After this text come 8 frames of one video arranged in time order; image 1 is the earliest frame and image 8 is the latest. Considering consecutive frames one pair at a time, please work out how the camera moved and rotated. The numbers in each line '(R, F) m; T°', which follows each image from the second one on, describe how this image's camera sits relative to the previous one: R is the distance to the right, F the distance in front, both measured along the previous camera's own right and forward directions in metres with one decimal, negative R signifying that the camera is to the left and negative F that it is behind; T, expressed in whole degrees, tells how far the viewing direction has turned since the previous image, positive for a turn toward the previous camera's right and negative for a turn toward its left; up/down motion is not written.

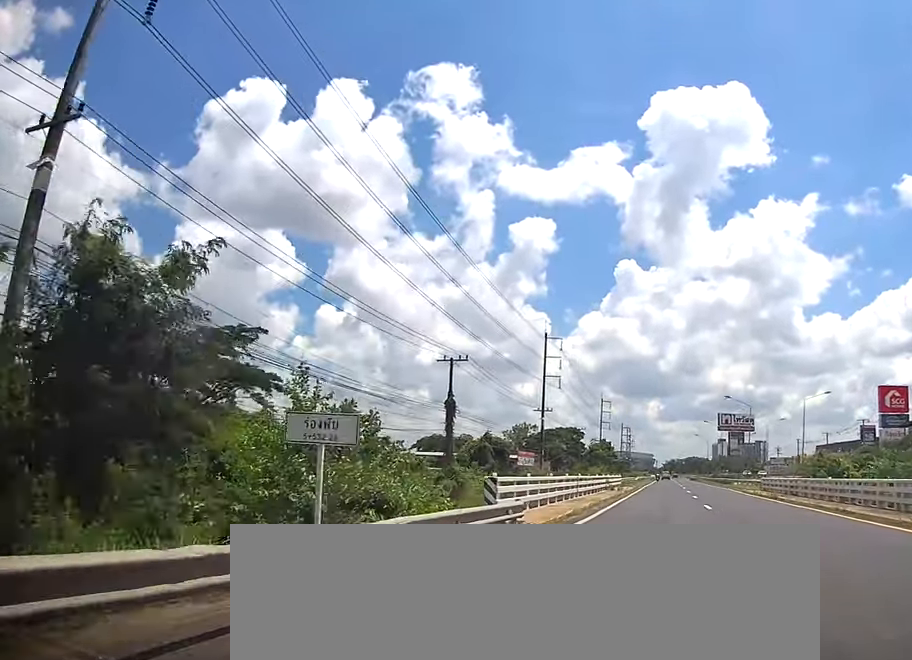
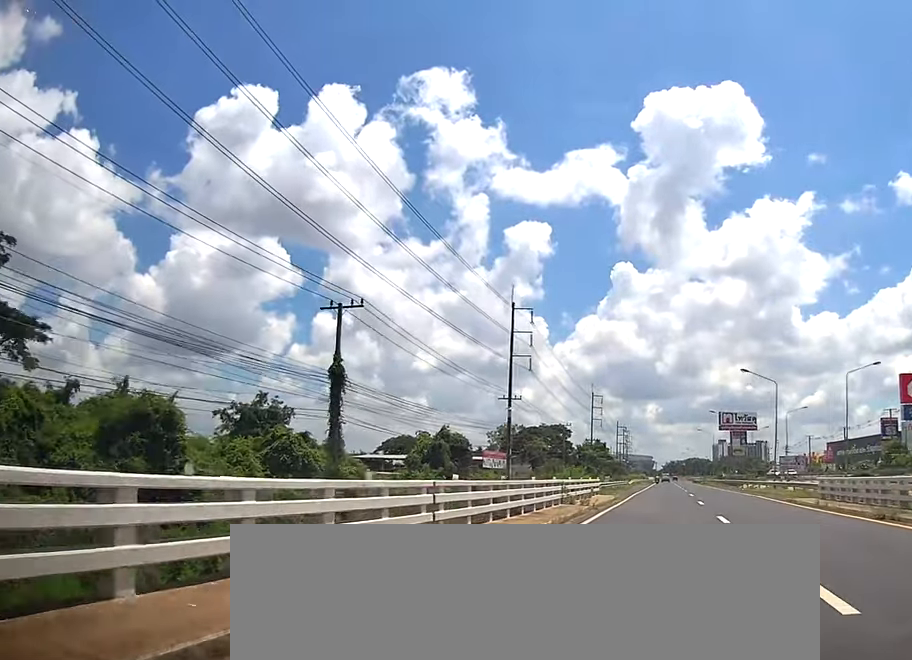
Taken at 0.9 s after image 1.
(0.0, +19.1) m; +2°
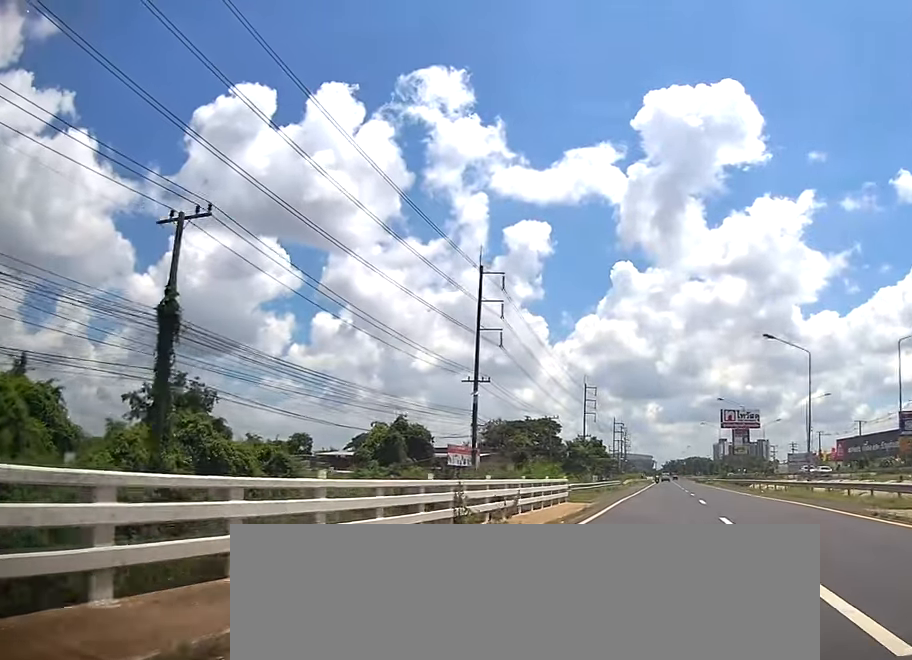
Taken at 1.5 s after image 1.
(+0.2, +13.5) m; +1°
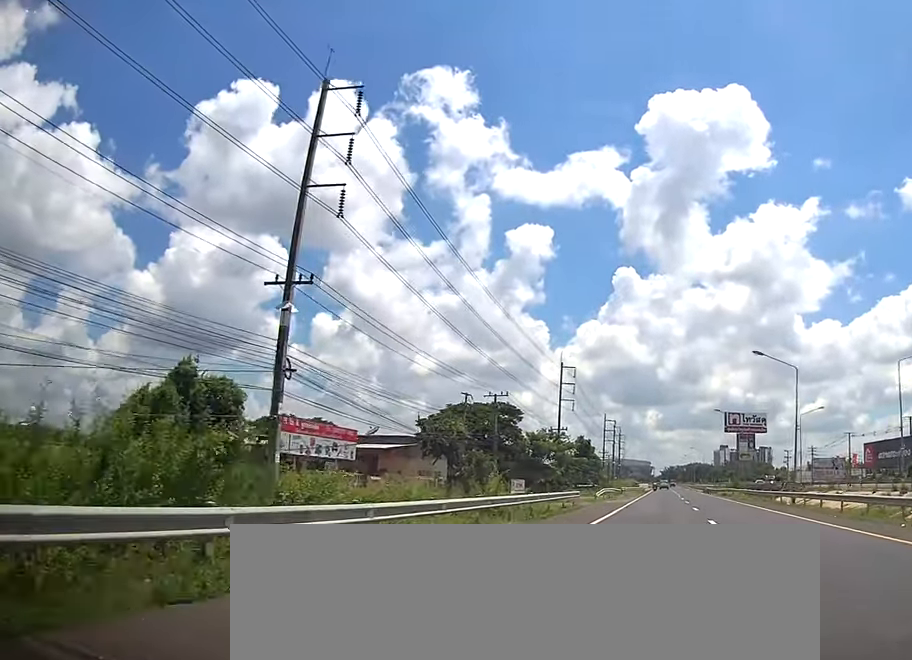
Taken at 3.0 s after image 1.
(0.0, +32.8) m; 0°
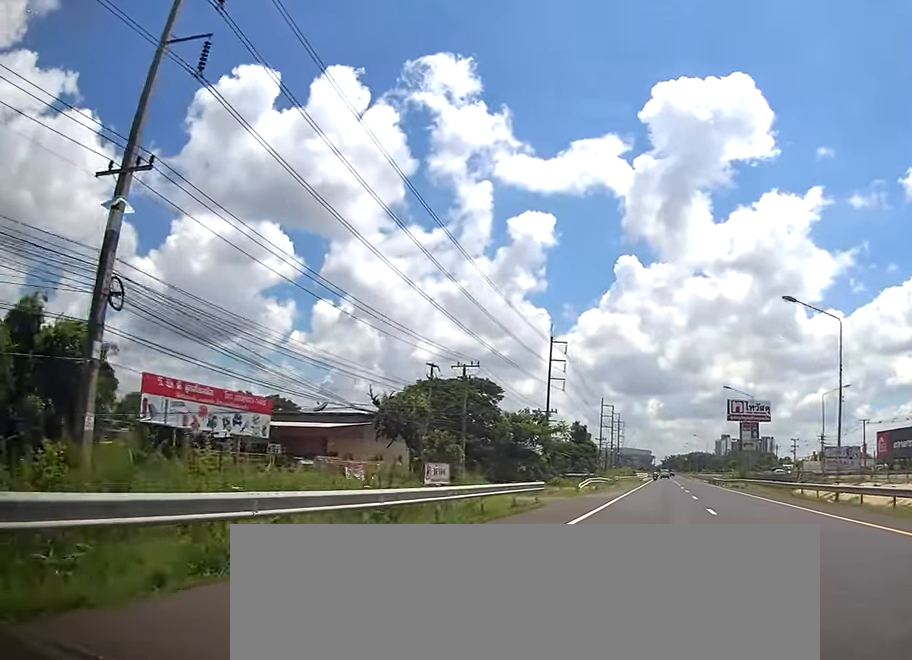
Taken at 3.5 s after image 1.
(+0.1, +11.6) m; 0°
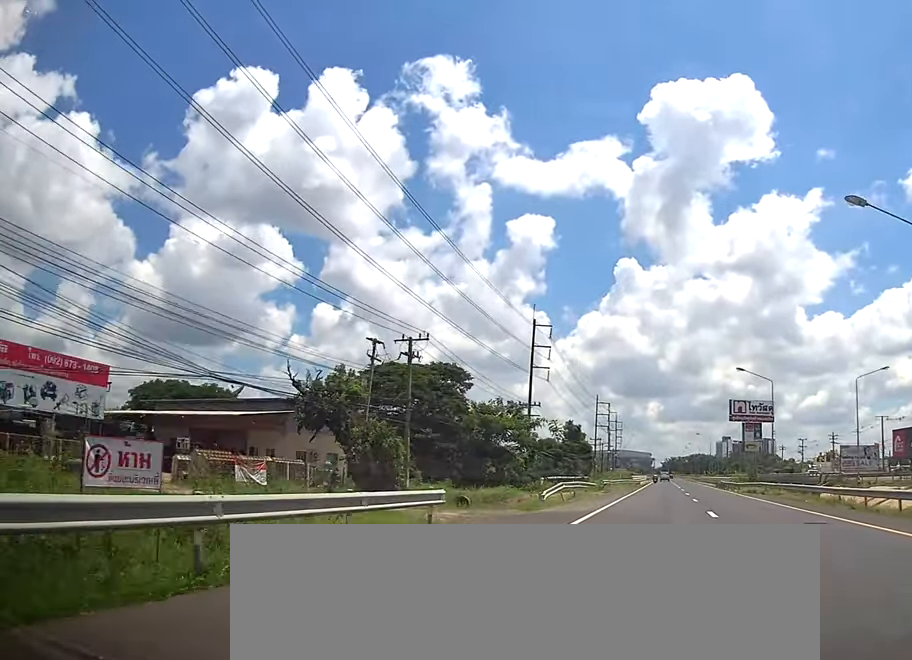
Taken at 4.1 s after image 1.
(+0.4, +13.0) m; 0°
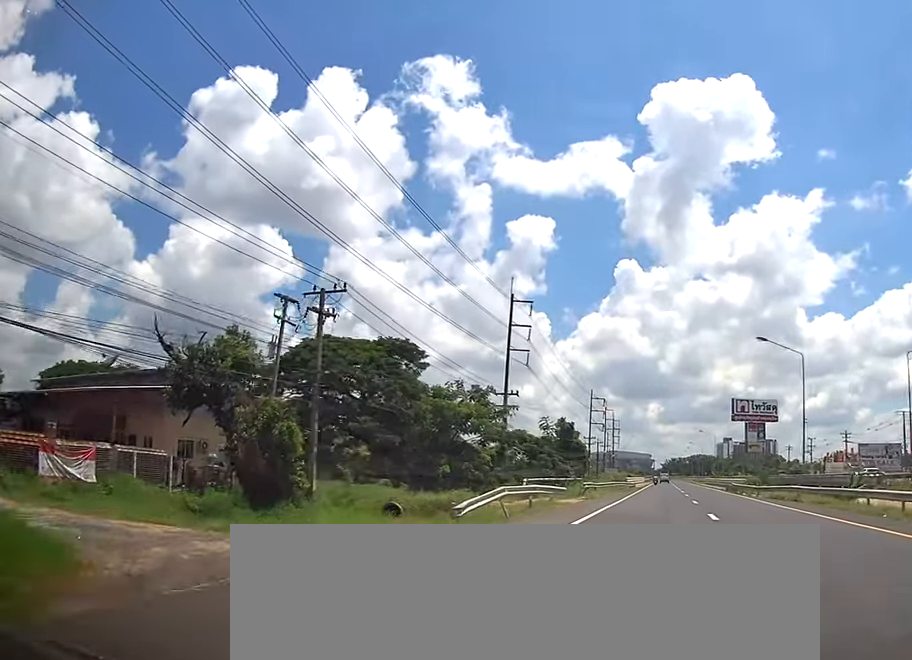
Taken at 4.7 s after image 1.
(-0.3, +12.9) m; -1°
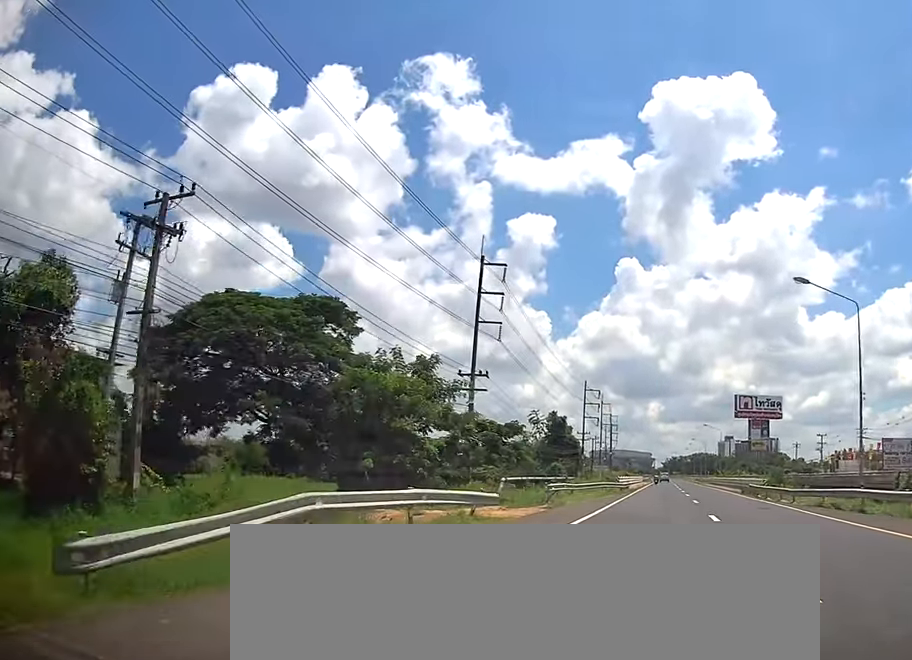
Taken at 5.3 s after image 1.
(-0.2, +12.9) m; -1°
